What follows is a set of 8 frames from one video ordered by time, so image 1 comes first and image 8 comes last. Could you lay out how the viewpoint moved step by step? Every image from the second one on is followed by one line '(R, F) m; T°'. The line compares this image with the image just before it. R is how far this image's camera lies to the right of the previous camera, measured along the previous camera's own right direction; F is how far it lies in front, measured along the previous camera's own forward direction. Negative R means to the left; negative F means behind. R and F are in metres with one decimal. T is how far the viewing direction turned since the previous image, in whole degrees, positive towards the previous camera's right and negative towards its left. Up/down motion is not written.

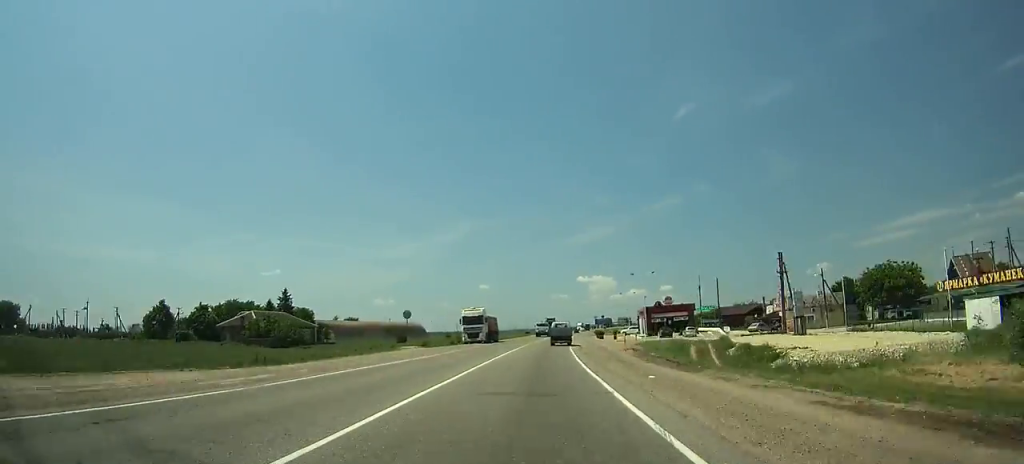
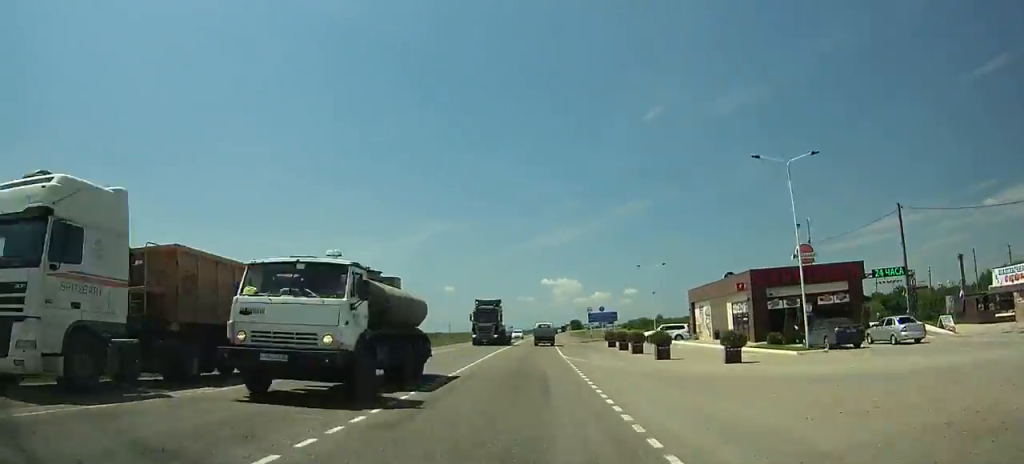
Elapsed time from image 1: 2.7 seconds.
(+1.3, +56.3) m; +2°
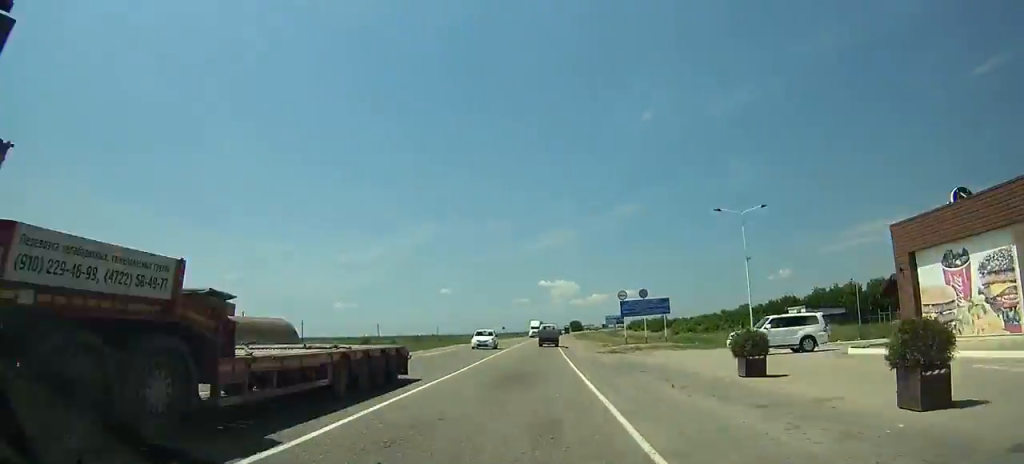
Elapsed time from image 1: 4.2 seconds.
(+0.2, +31.3) m; +1°
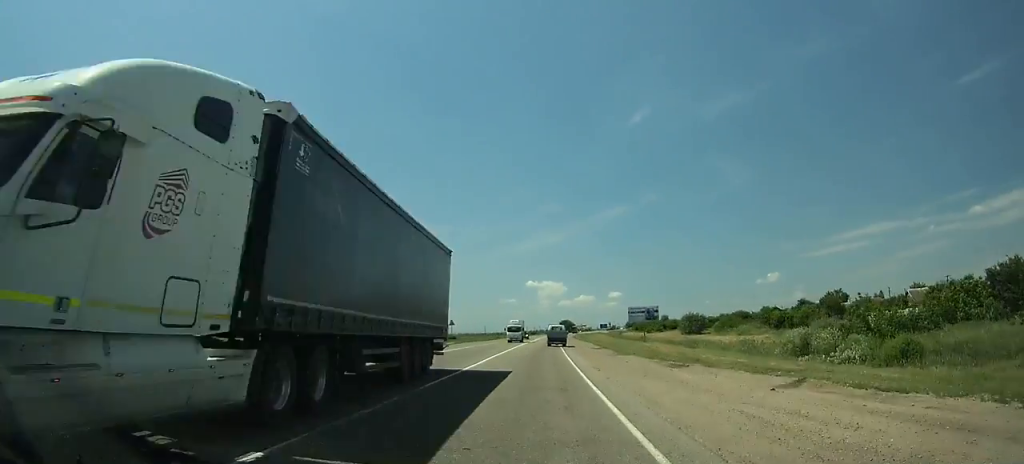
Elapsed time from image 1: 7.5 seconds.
(+1.2, +69.2) m; +2°
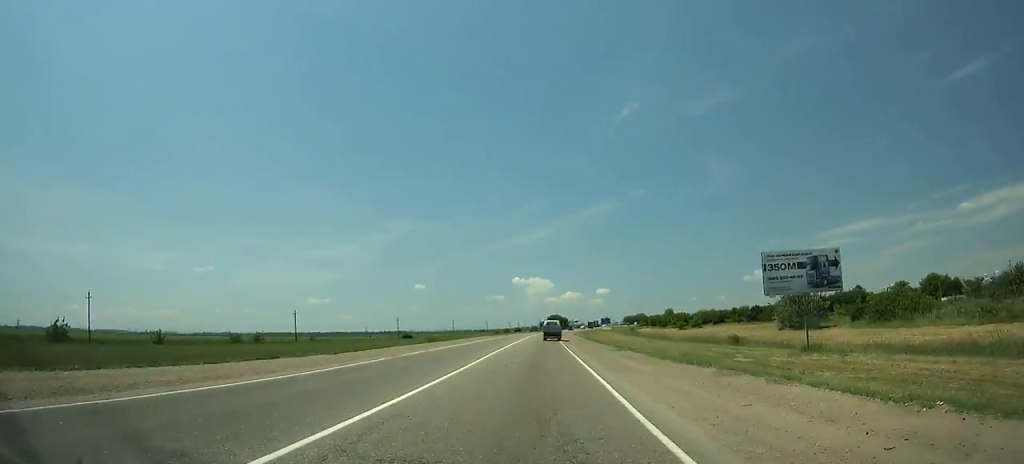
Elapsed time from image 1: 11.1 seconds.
(+0.7, +76.7) m; +1°
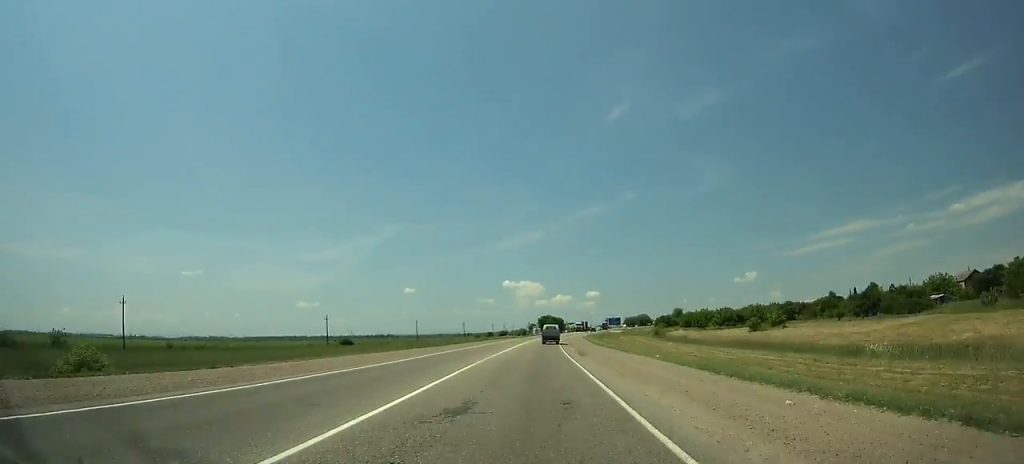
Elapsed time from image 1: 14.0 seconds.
(+0.4, +62.7) m; +1°
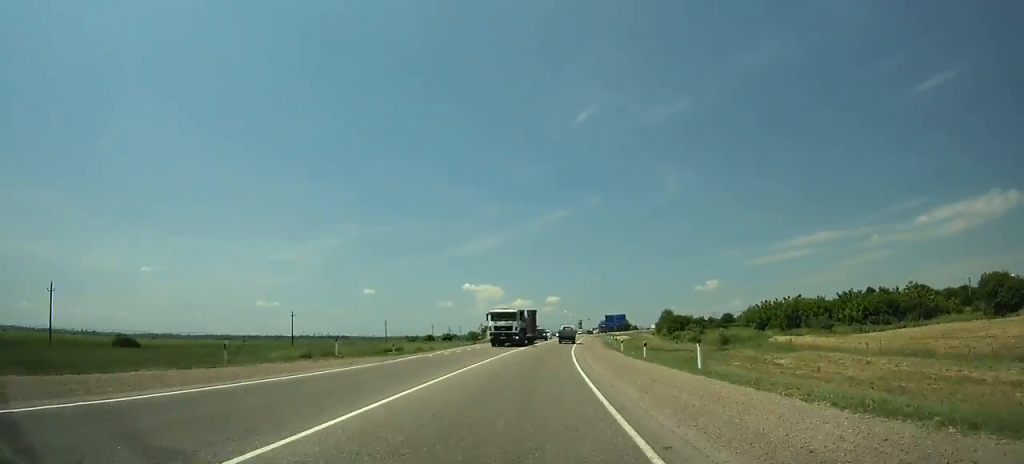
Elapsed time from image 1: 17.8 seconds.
(+2.3, +83.0) m; +4°
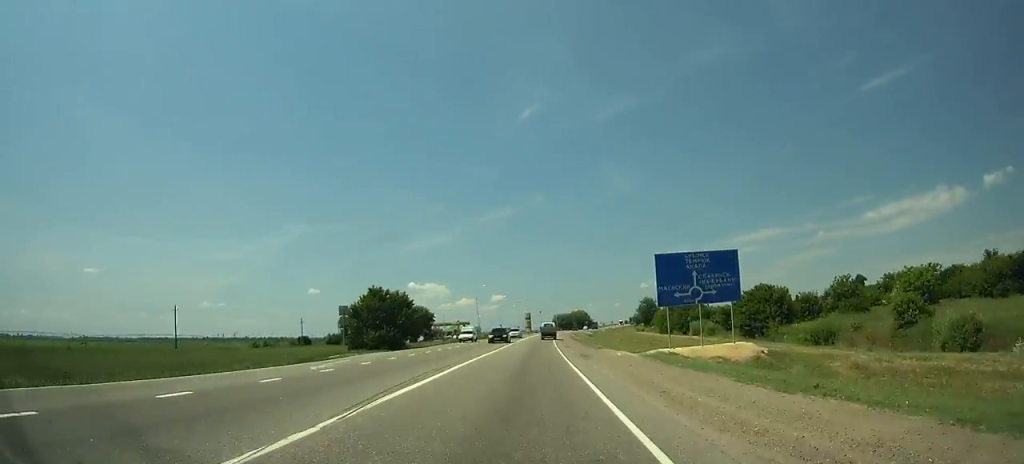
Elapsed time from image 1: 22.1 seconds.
(+4.8, +93.6) m; +5°
